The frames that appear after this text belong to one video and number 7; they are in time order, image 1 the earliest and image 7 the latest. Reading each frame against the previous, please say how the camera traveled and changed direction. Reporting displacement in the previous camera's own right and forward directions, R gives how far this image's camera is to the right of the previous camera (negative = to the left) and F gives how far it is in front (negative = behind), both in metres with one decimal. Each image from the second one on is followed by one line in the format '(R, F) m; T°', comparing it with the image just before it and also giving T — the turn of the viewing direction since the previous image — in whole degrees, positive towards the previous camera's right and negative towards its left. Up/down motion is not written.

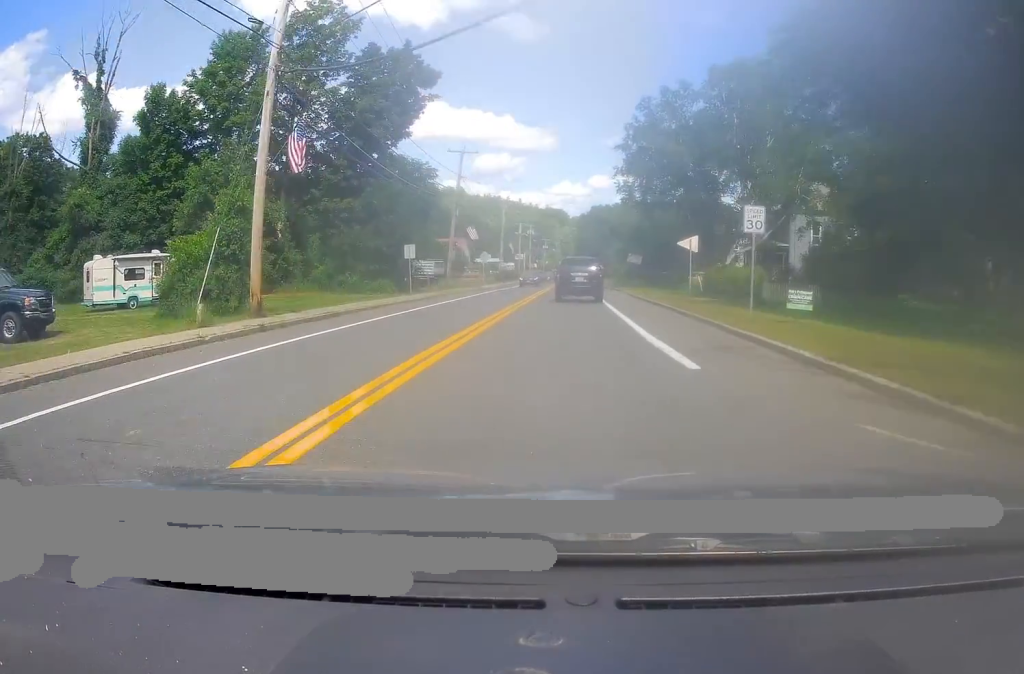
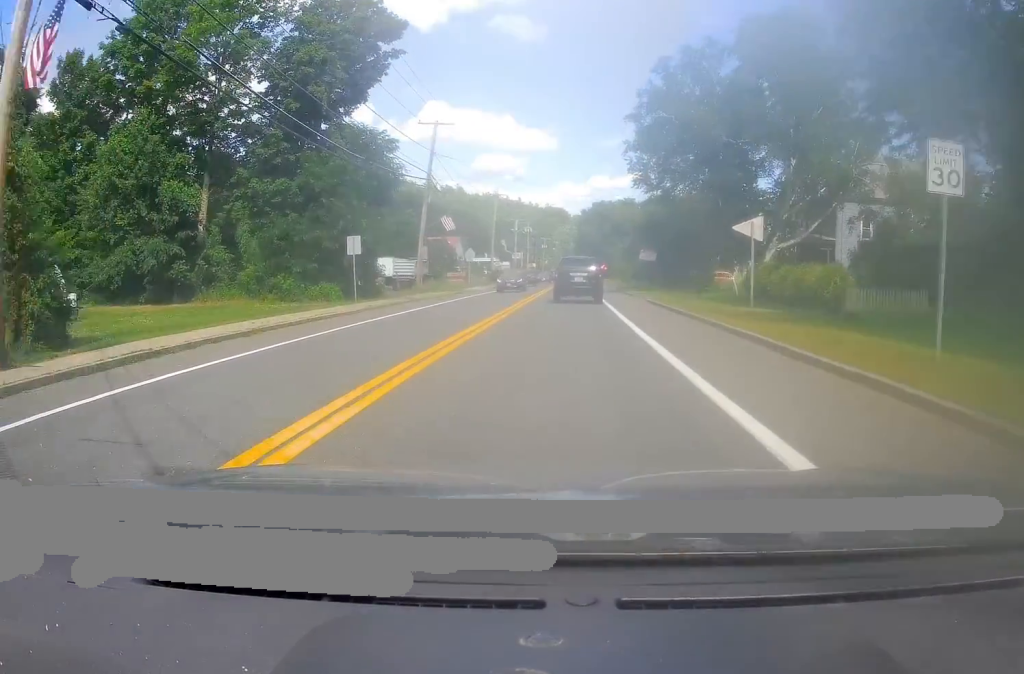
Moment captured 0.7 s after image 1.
(-0.3, +11.2) m; -1°
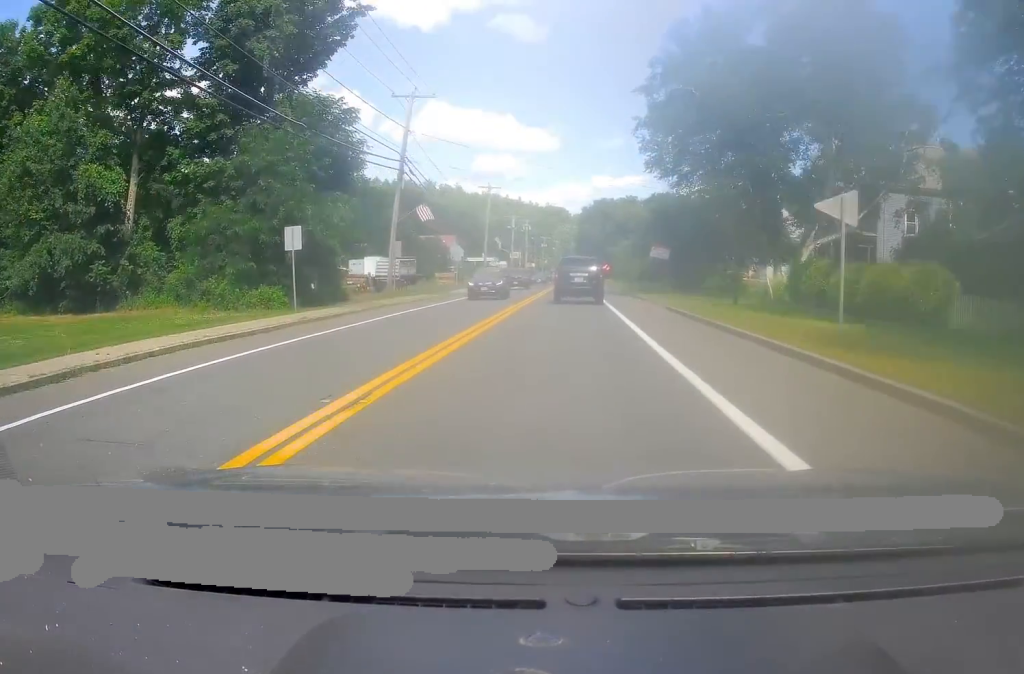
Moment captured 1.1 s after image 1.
(-0.1, +7.8) m; -1°
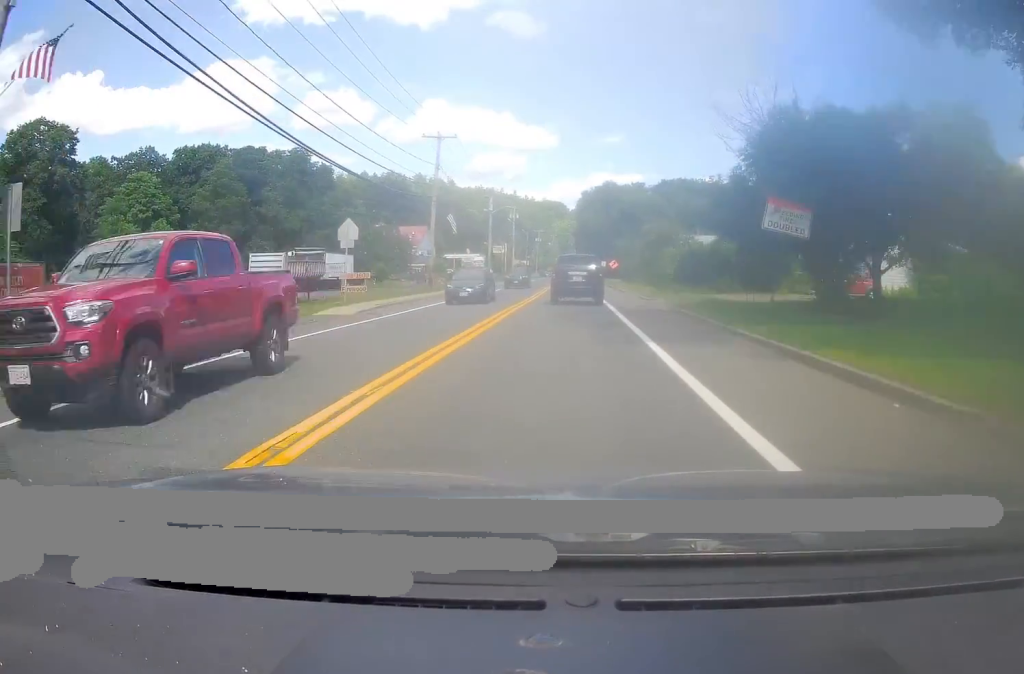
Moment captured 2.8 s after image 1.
(-0.1, +28.6) m; +2°
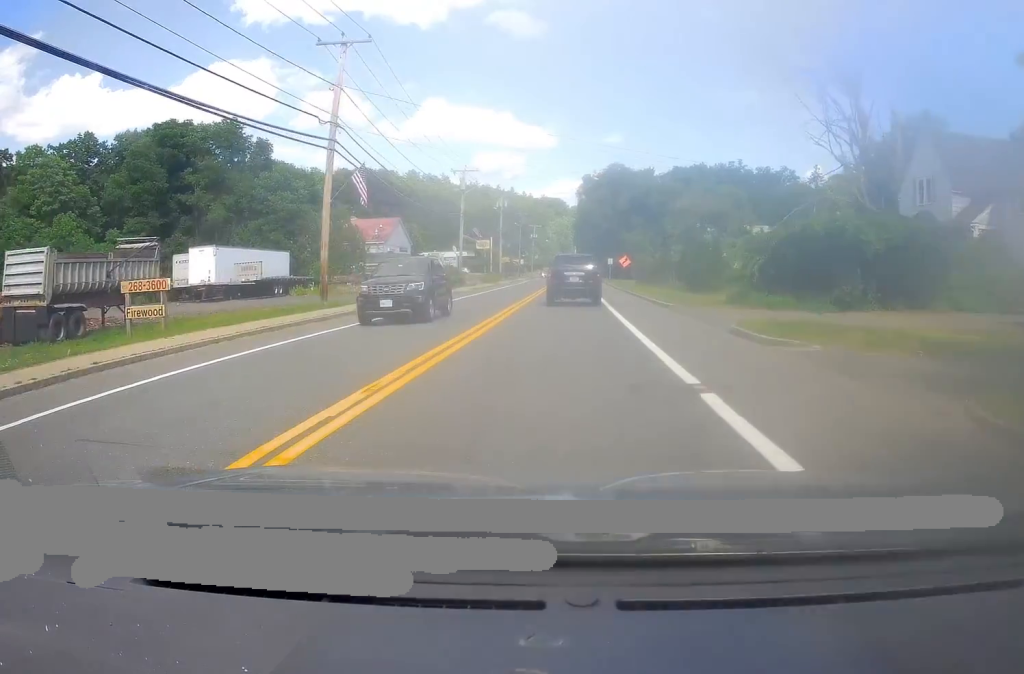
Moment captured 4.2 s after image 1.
(+0.6, +22.0) m; 0°
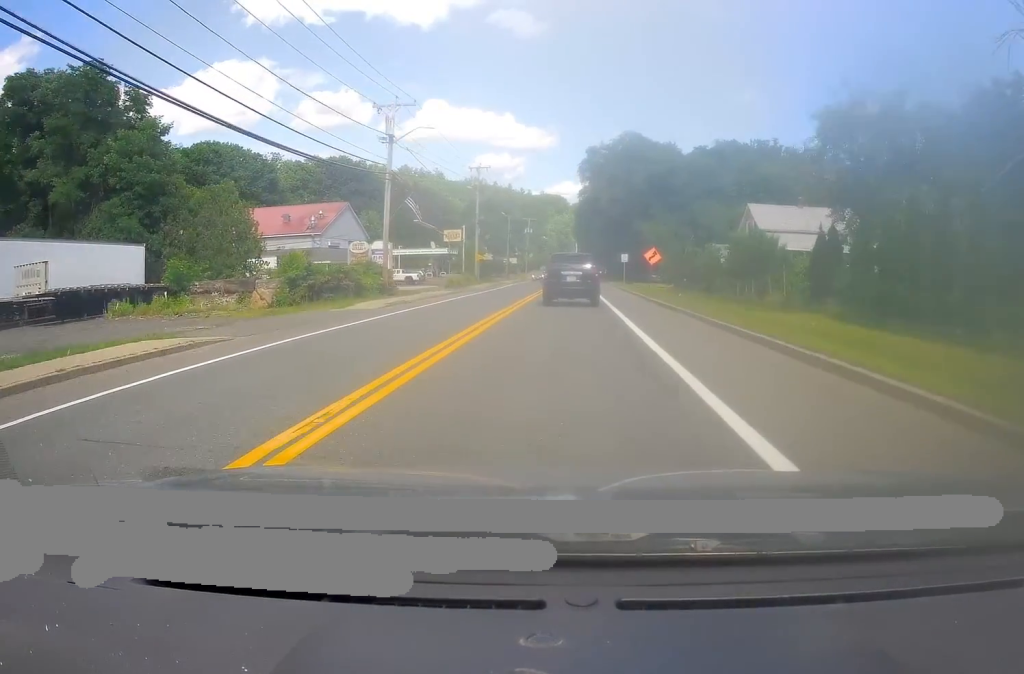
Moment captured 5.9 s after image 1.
(-0.7, +27.6) m; -1°
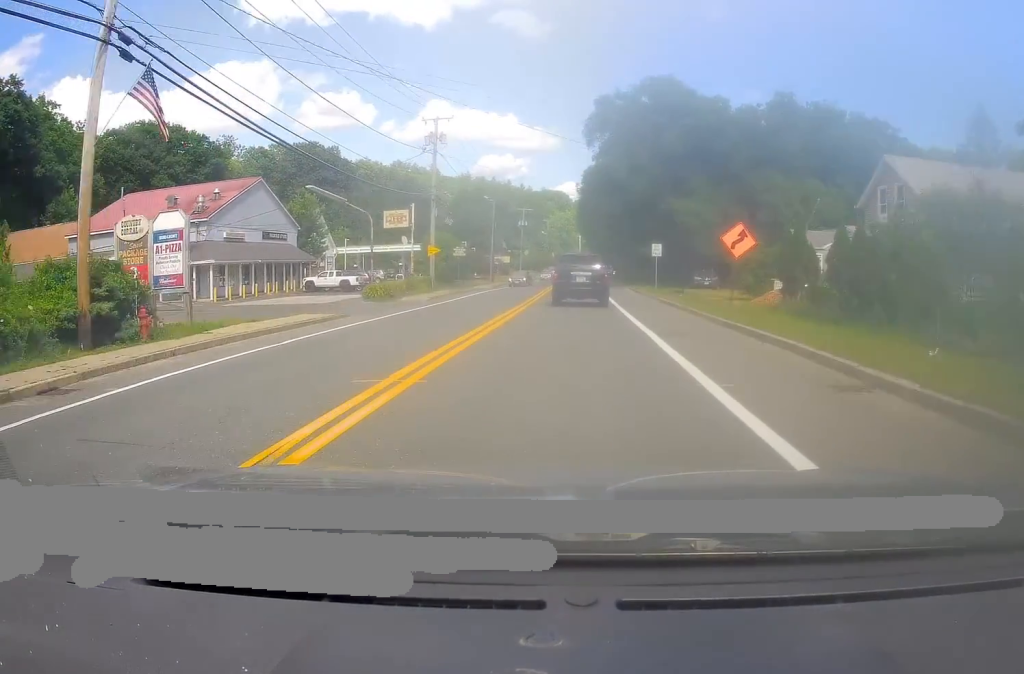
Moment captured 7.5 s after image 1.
(+0.6, +25.6) m; +1°
